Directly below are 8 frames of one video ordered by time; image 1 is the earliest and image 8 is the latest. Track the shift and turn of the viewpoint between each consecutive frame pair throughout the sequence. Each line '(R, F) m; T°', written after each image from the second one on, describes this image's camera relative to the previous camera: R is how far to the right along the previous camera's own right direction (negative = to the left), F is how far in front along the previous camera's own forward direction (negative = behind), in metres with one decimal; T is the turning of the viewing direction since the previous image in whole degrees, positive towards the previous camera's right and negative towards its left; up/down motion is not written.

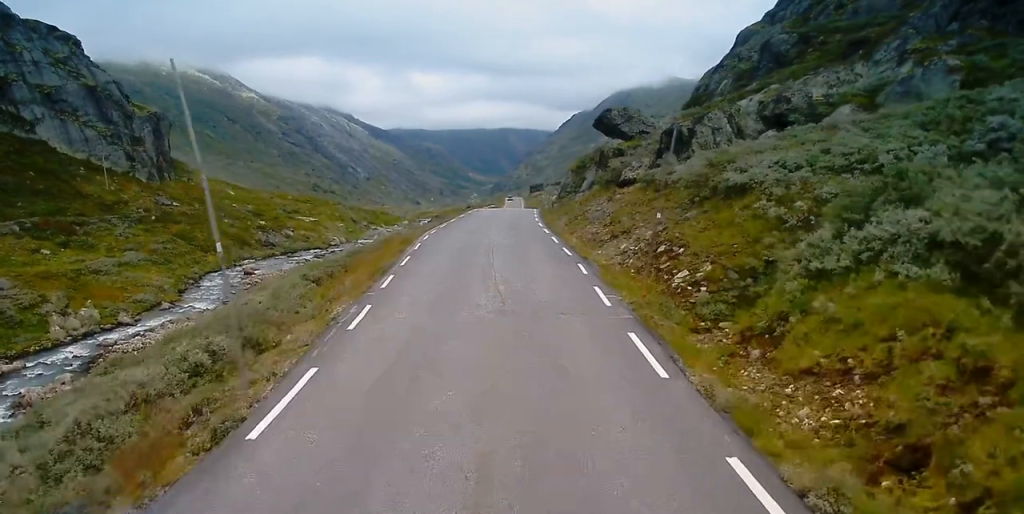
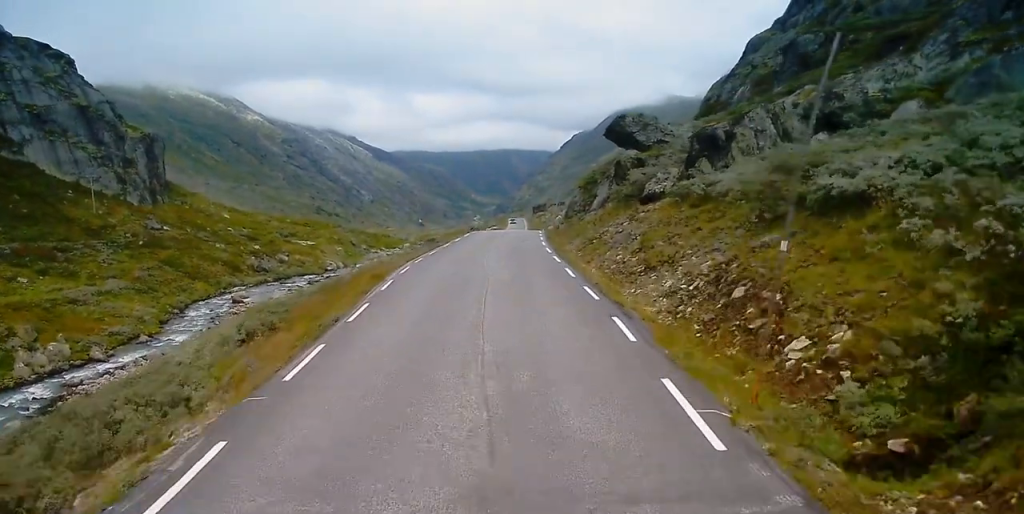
(0.0, +8.5) m; 0°
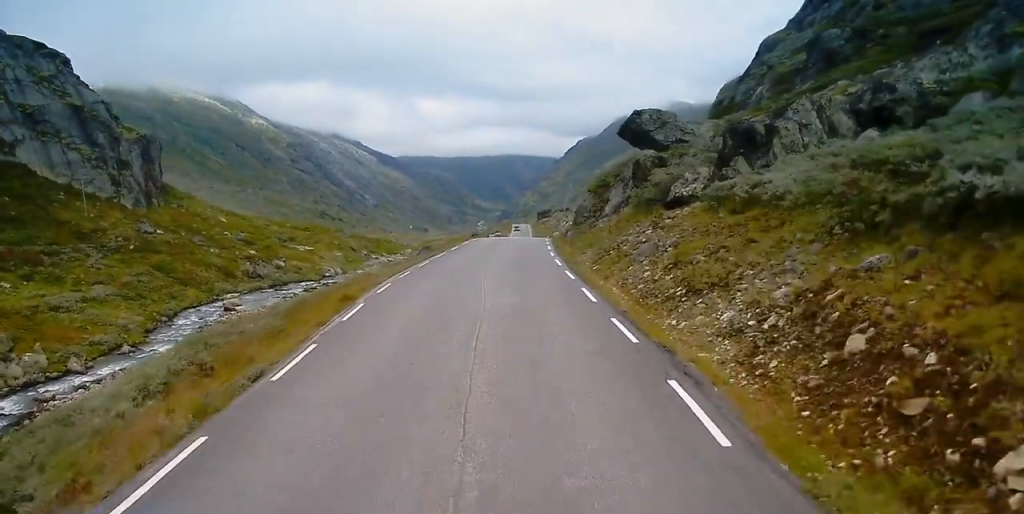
(0.0, +5.6) m; 0°
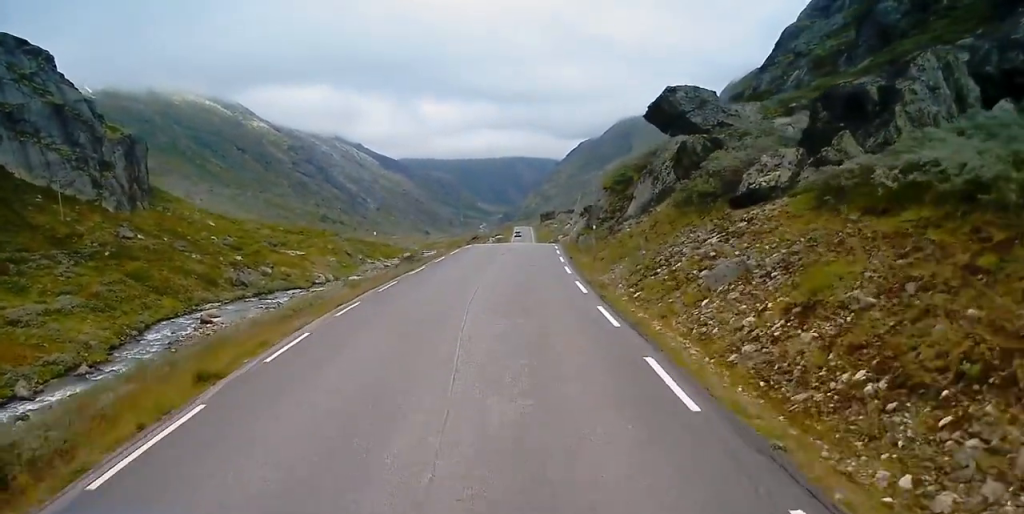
(0.0, +10.8) m; 0°
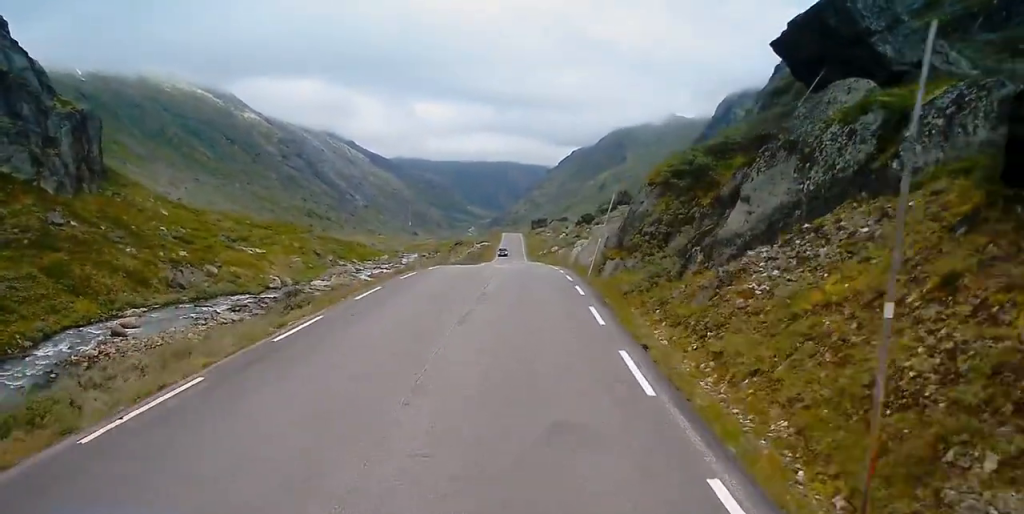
(+0.6, +22.9) m; +3°
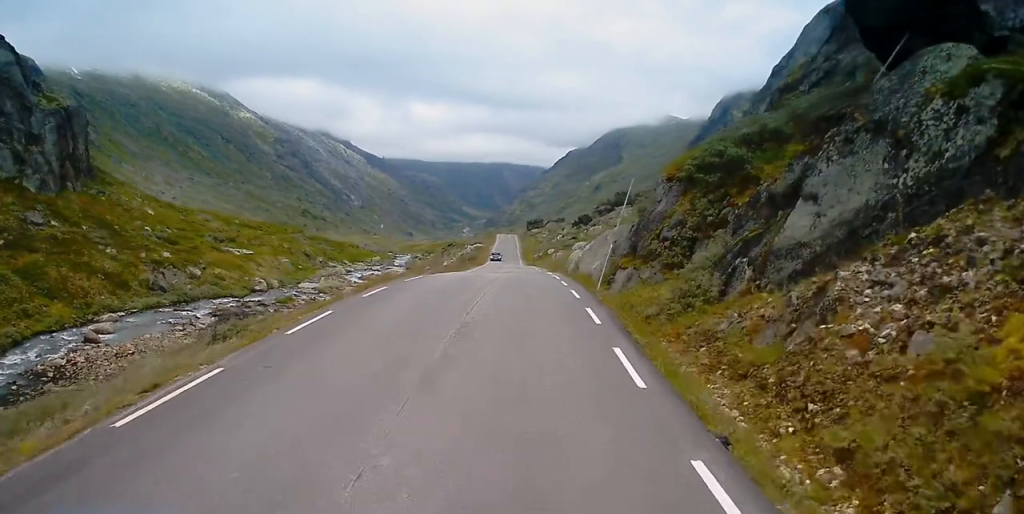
(+0.1, +5.3) m; 0°
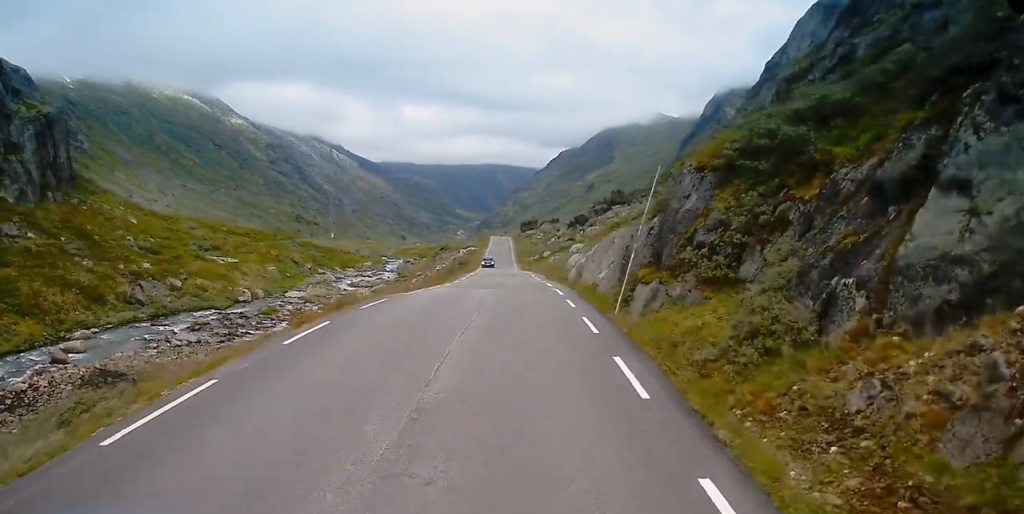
(-0.2, +6.2) m; 0°
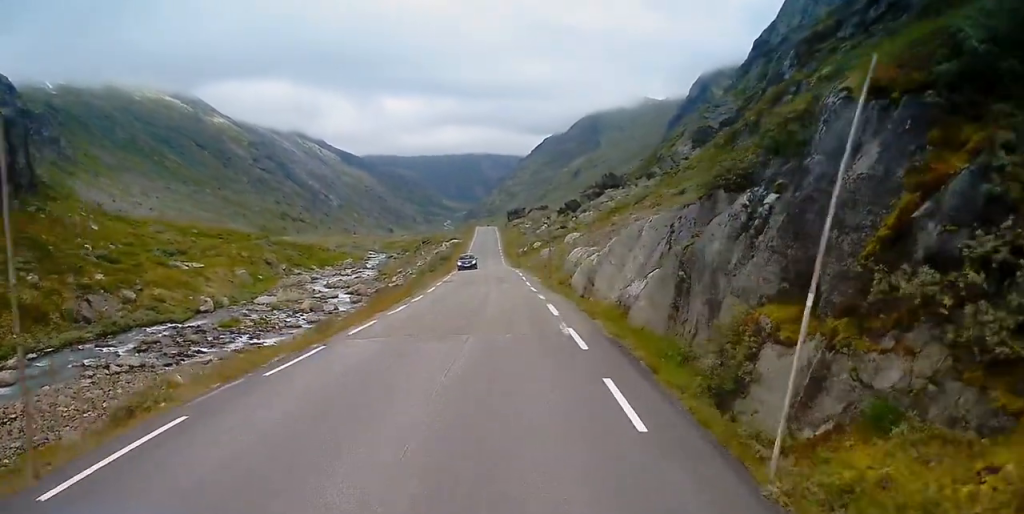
(+0.3, +12.9) m; +2°
